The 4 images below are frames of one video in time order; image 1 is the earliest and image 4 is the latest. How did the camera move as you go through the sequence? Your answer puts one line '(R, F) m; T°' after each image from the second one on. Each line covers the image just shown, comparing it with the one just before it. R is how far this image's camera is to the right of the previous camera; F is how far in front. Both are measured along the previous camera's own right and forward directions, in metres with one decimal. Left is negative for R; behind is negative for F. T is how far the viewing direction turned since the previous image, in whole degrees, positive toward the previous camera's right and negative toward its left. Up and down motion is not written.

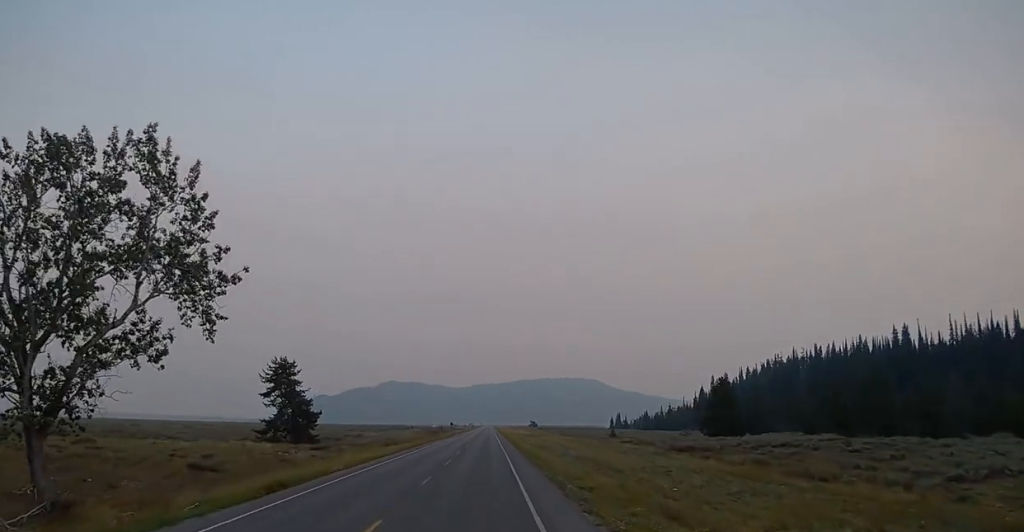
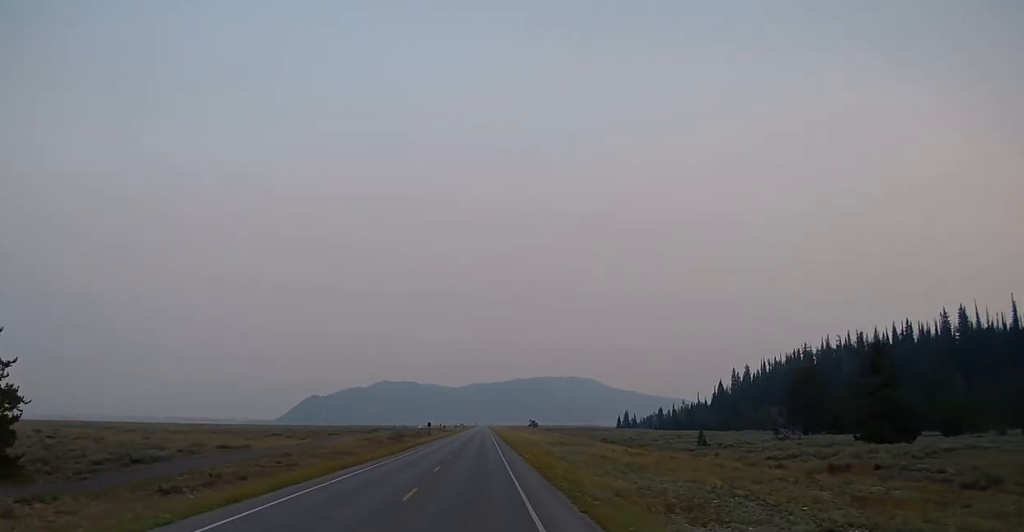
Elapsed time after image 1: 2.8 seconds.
(+0.2, +52.5) m; 0°
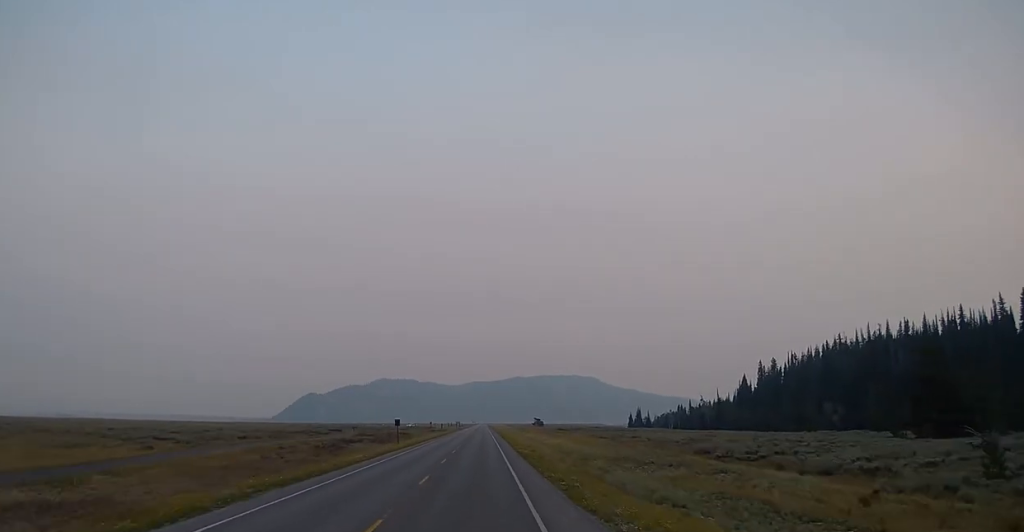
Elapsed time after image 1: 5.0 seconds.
(-0.3, +45.3) m; 0°
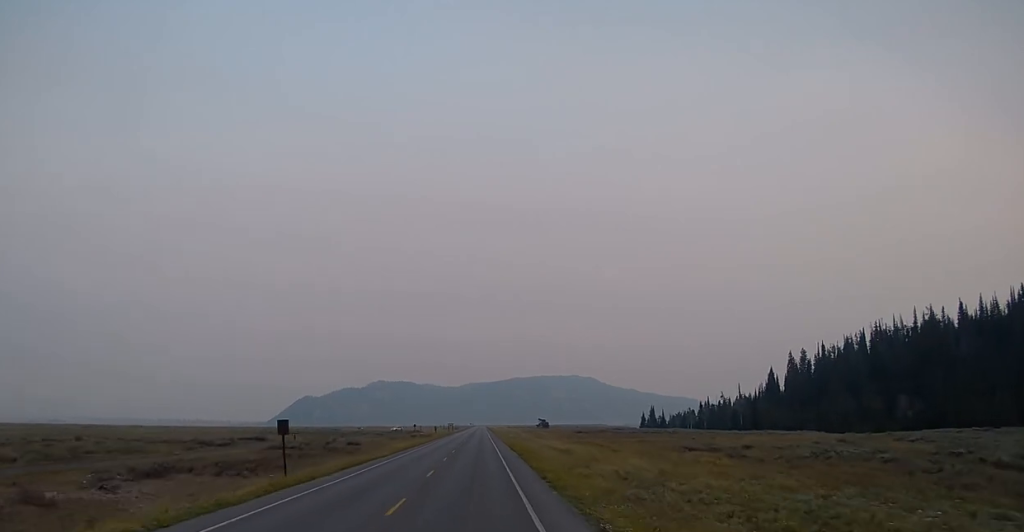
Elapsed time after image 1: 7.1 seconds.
(+0.7, +43.3) m; 0°
